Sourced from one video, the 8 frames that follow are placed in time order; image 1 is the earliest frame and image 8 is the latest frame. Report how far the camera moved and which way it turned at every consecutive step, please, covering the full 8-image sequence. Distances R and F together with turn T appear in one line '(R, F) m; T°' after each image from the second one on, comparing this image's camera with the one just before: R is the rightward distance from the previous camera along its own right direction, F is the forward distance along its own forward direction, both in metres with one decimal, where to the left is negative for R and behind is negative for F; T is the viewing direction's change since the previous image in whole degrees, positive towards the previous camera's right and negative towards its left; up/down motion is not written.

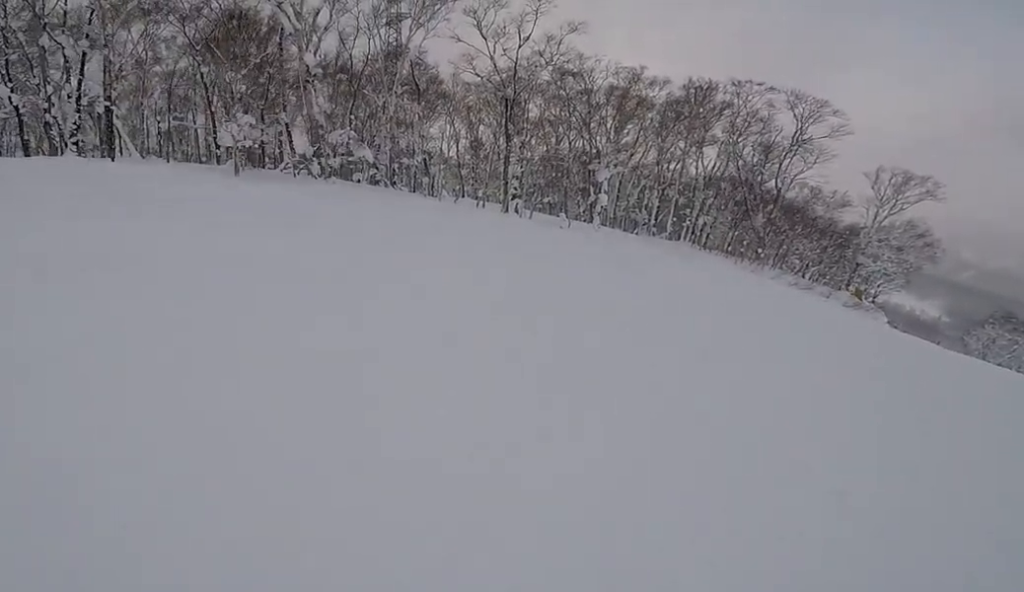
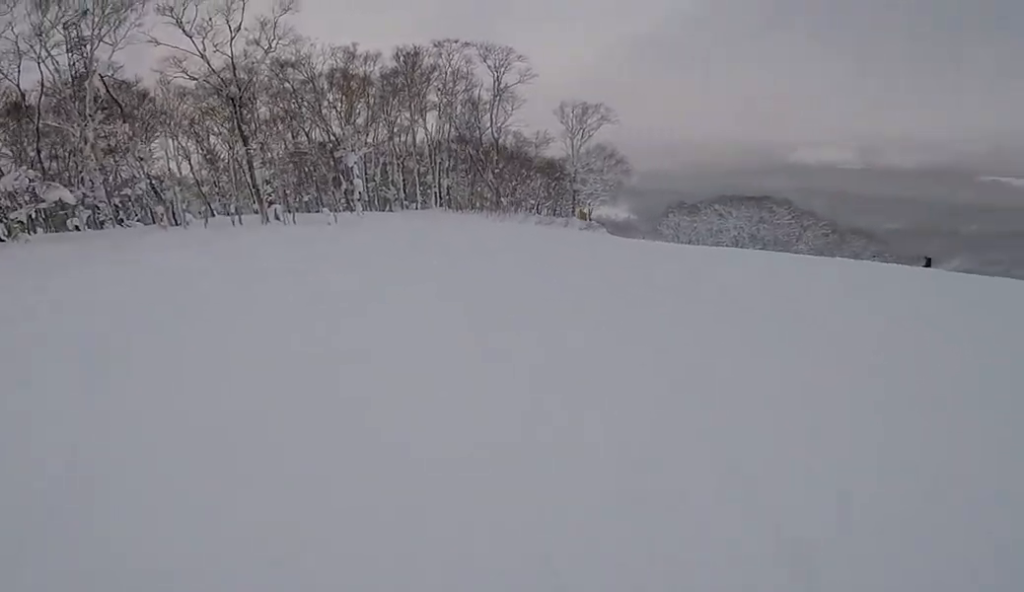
(-1.0, +4.2) m; +10°
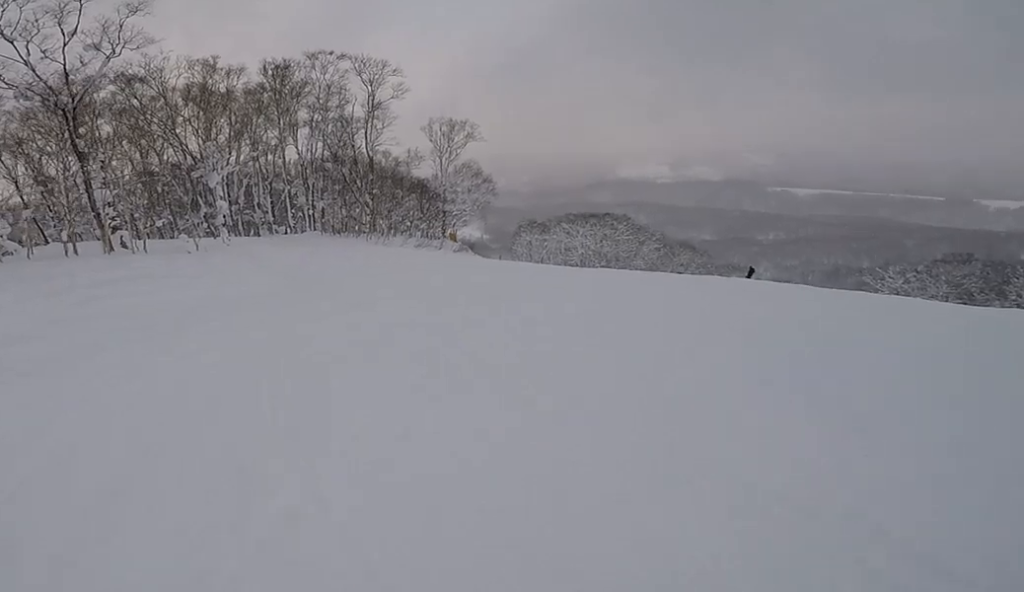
(+0.8, +3.3) m; +25°
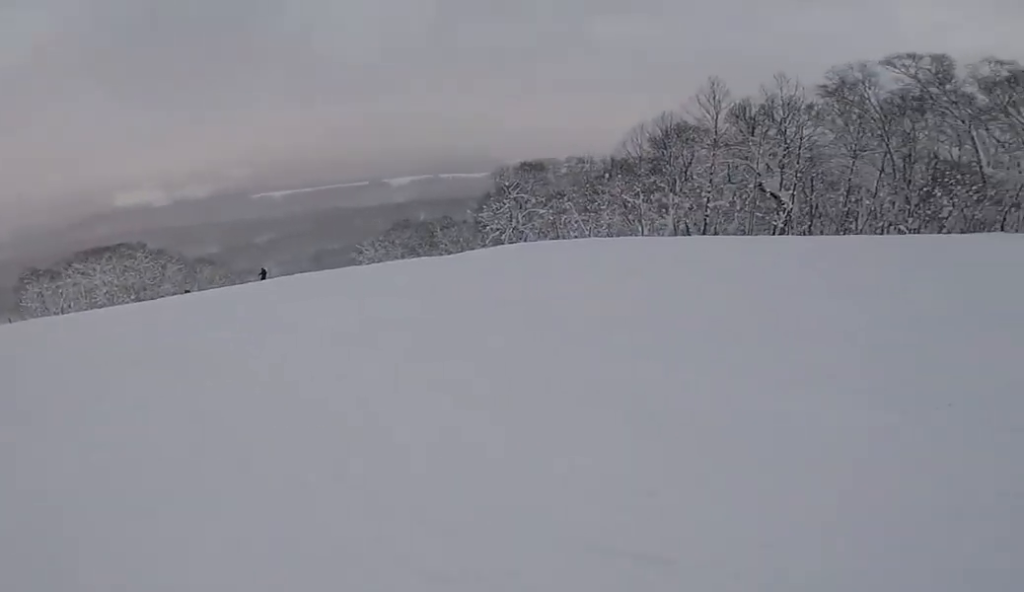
(+1.5, +4.2) m; +34°
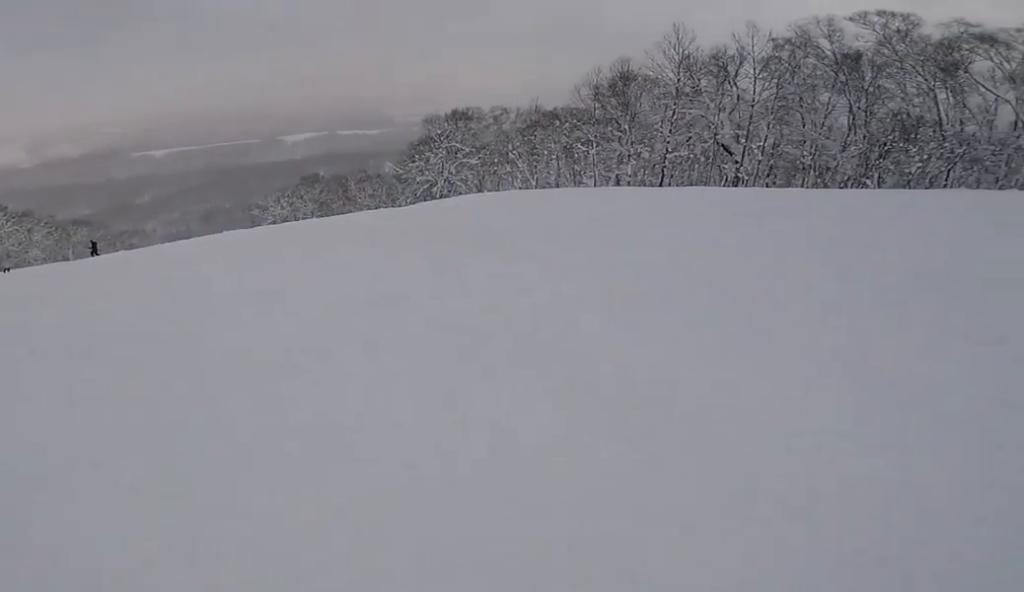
(+2.3, +6.7) m; +28°
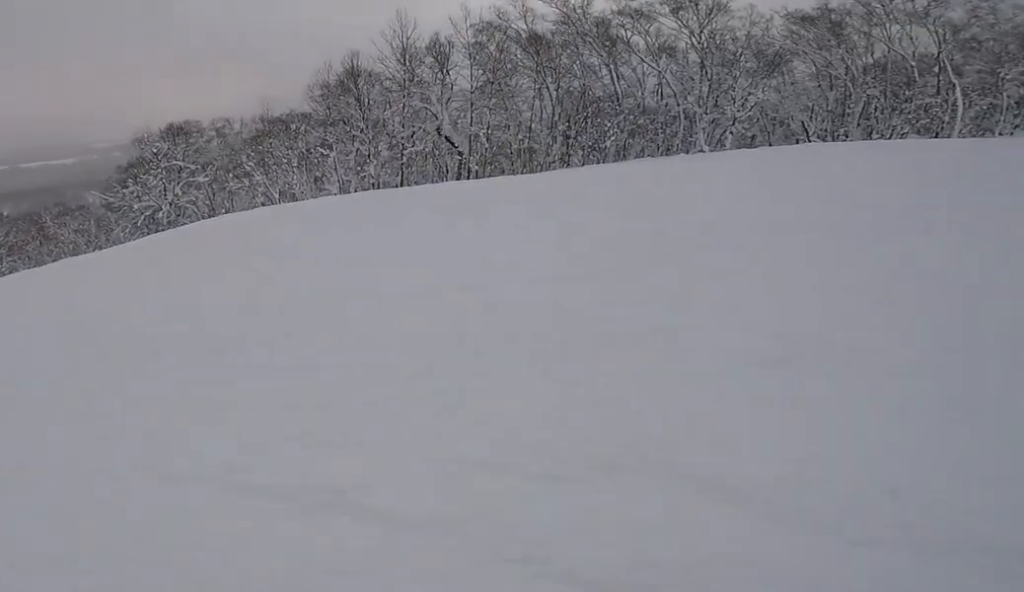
(+0.5, +5.0) m; +16°
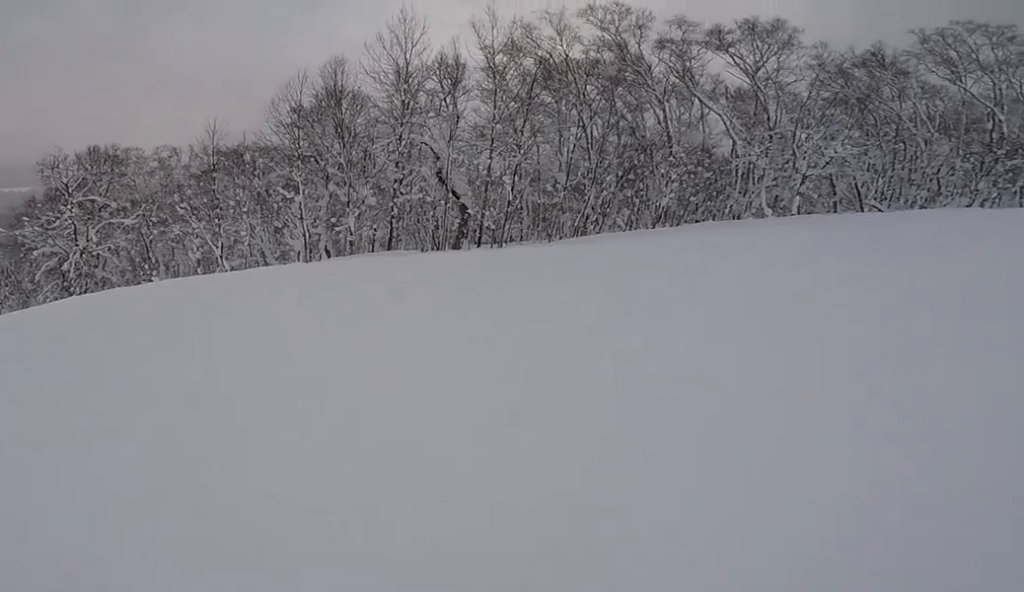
(+3.1, +10.2) m; +20°
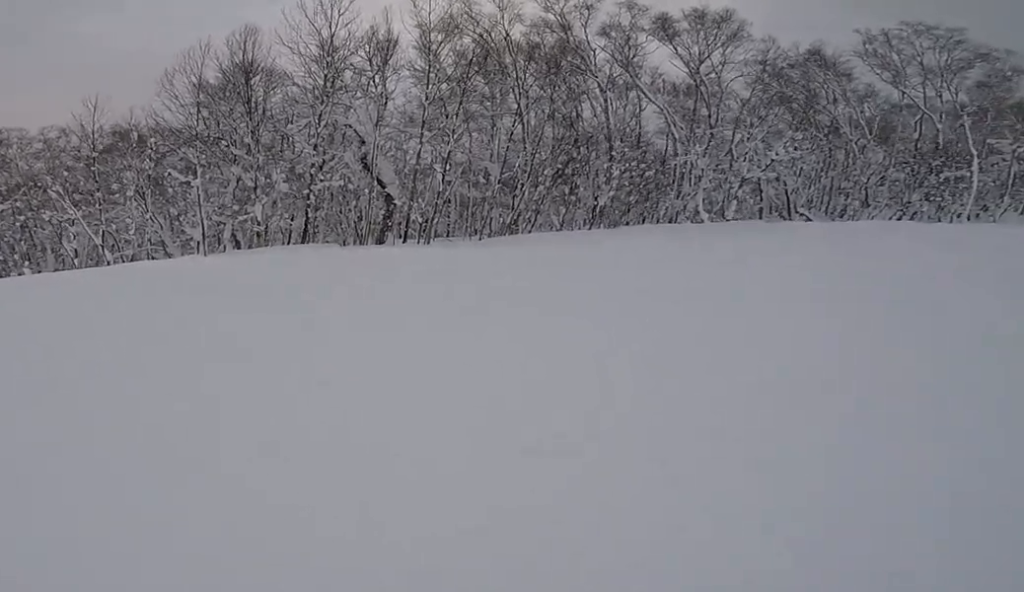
(-0.1, +3.1) m; -6°
